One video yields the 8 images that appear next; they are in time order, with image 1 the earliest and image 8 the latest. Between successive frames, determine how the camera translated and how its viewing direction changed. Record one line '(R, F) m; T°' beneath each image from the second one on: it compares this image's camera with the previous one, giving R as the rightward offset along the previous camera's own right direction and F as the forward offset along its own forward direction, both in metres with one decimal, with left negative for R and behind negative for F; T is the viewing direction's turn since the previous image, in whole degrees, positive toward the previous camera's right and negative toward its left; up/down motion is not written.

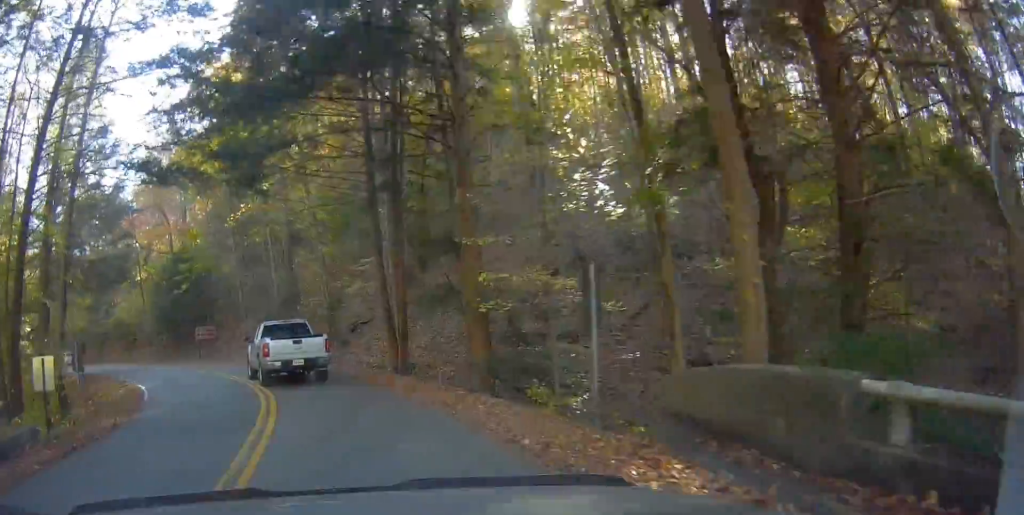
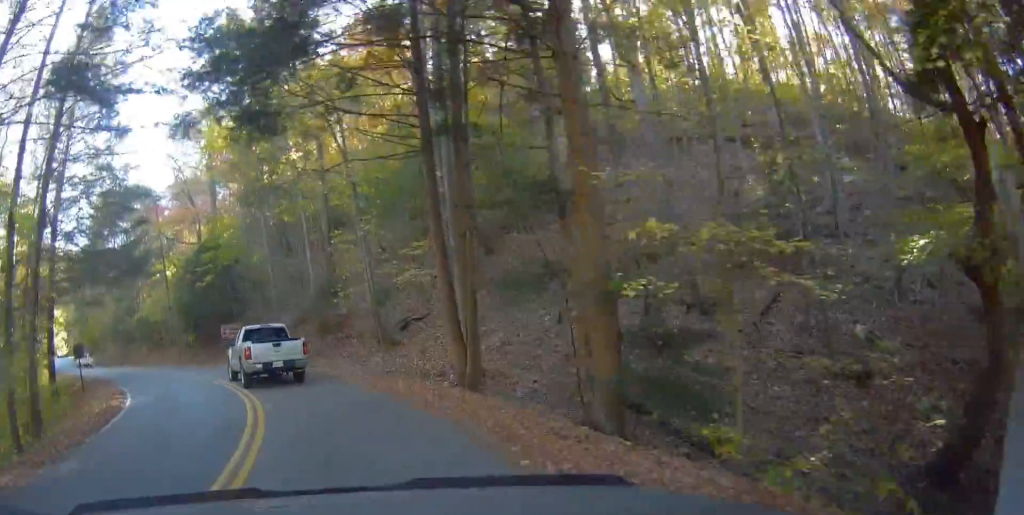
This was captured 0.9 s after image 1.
(-0.2, +6.1) m; -3°
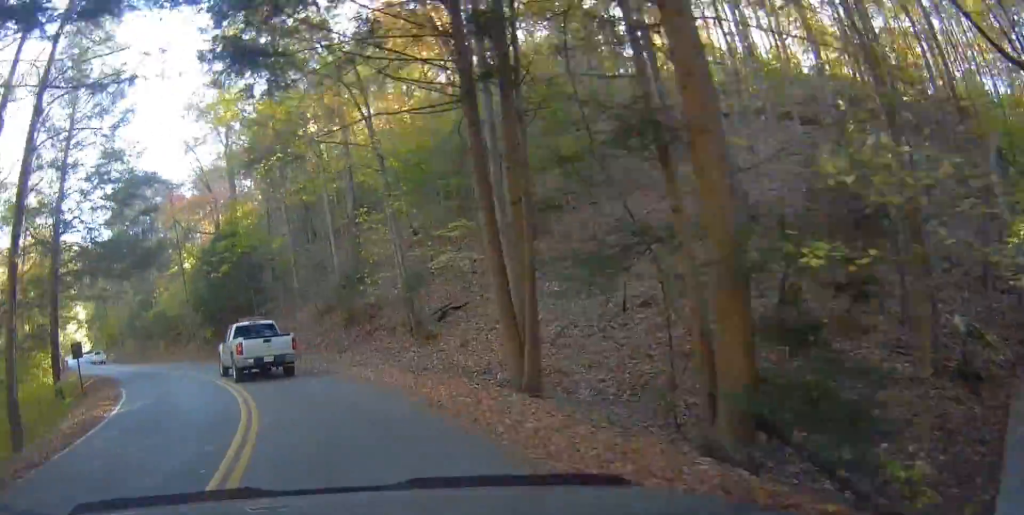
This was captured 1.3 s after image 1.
(0.0, +3.2) m; -1°
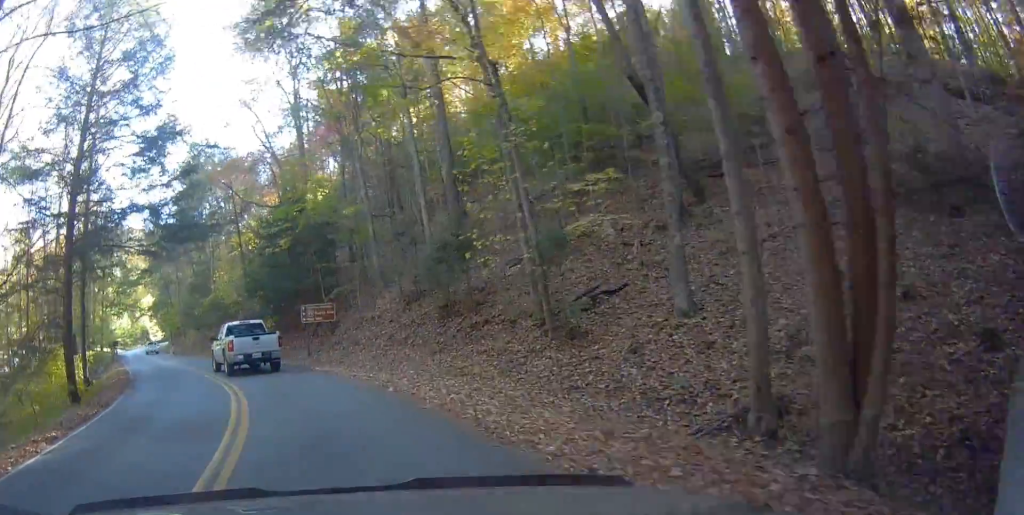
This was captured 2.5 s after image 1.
(-0.3, +7.9) m; -3°
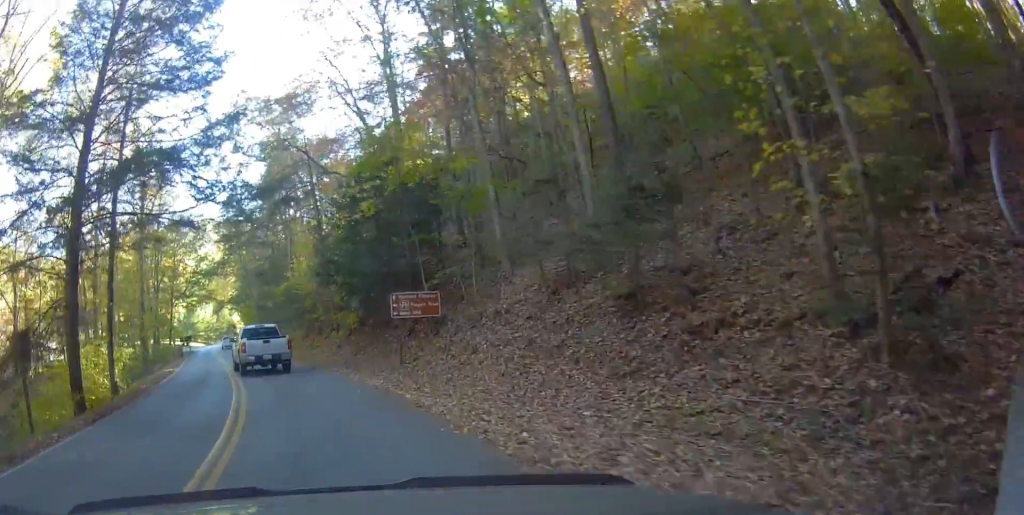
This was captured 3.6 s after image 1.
(-0.2, +8.0) m; -10°
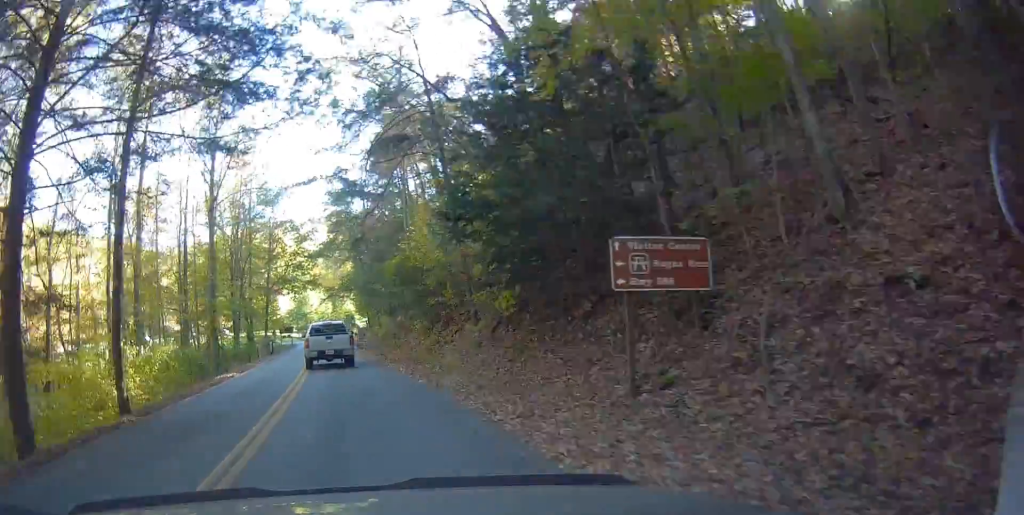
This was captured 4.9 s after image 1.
(-1.7, +9.5) m; -14°
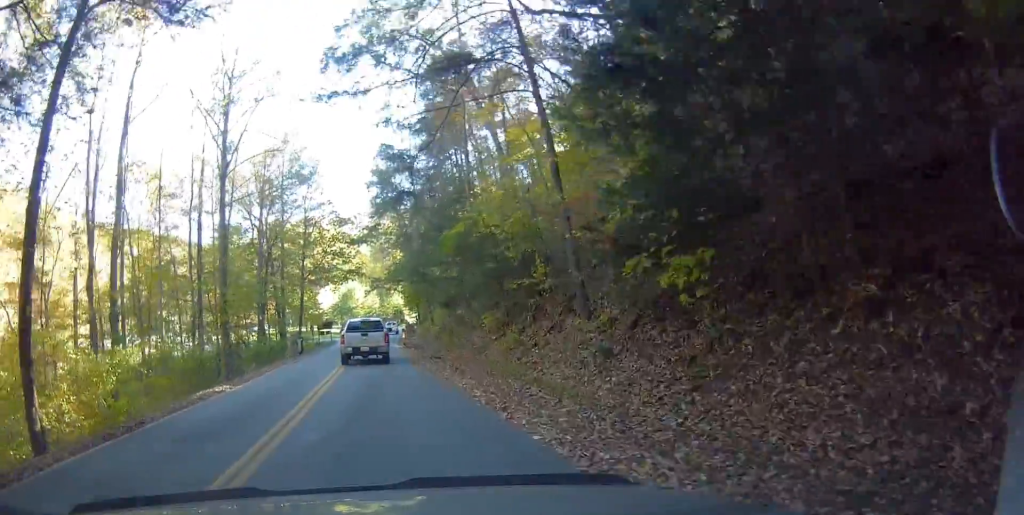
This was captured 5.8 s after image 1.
(-0.3, +6.7) m; -6°
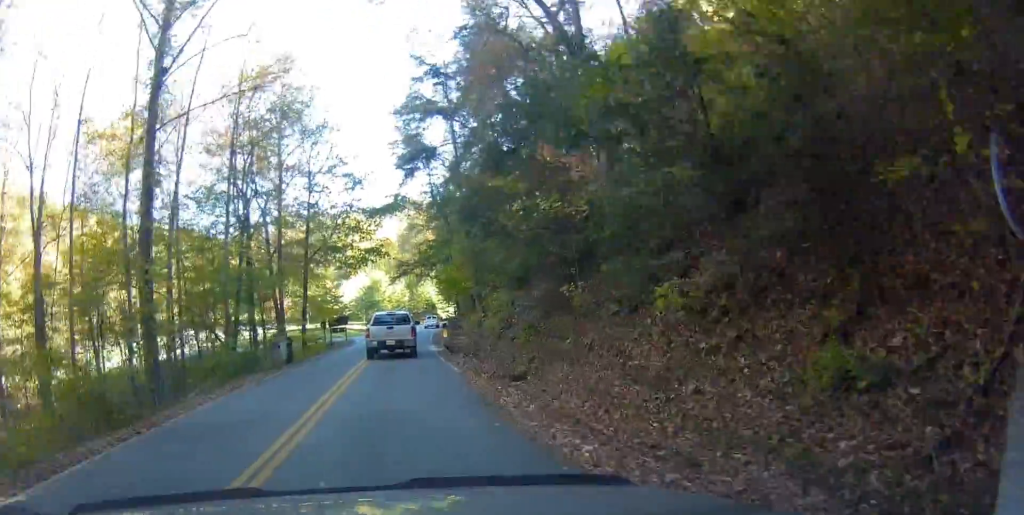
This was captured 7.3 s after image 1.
(-1.1, +11.5) m; -8°
